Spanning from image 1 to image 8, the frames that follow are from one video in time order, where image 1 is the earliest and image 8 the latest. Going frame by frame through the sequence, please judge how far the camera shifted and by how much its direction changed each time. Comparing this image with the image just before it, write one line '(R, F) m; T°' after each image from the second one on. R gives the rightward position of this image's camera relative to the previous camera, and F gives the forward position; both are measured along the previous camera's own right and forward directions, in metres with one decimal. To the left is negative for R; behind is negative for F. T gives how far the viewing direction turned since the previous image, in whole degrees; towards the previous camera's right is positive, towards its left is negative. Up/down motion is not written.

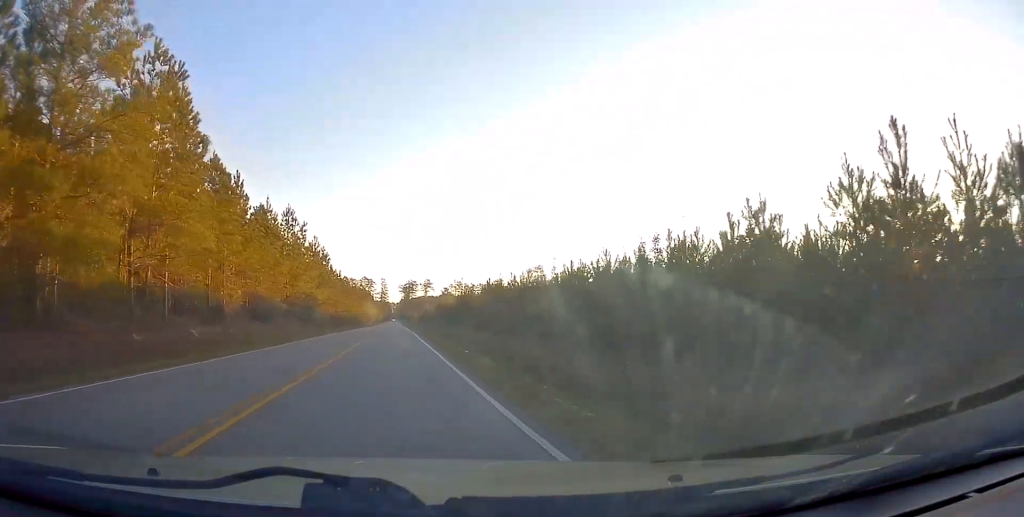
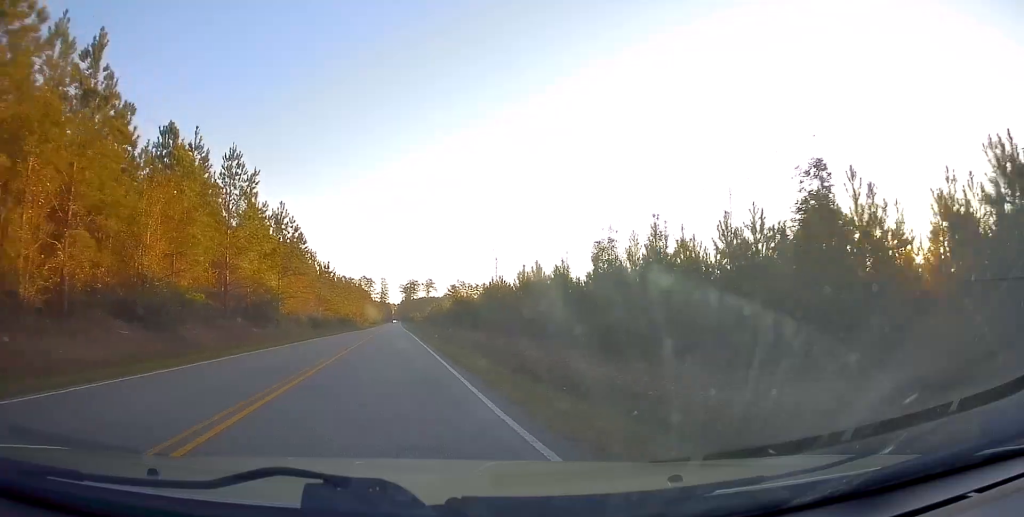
(+0.3, +21.4) m; +1°
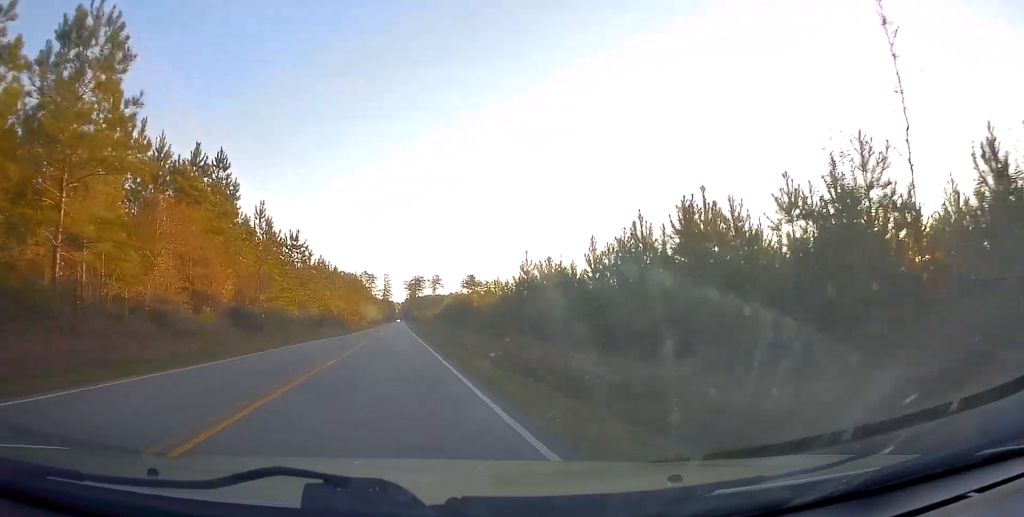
(-0.3, +34.4) m; -1°
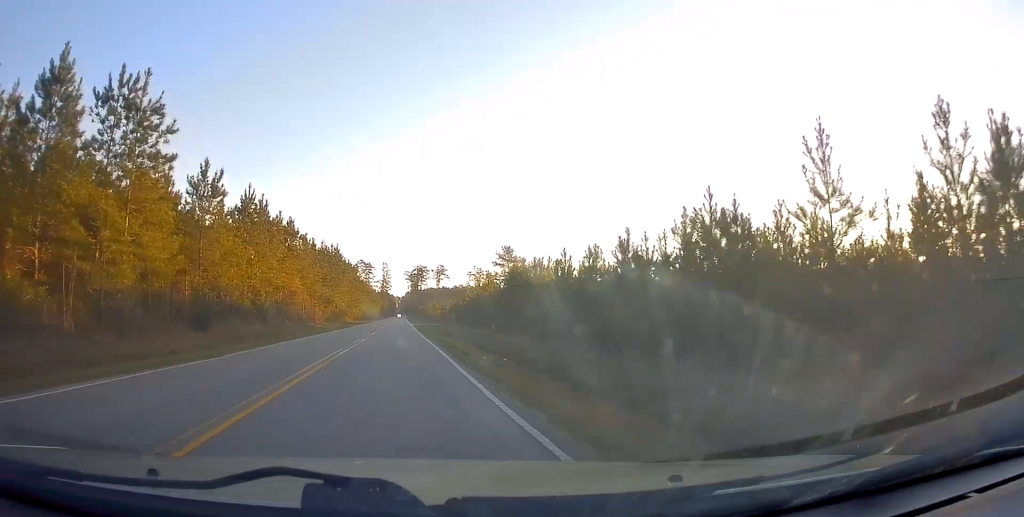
(+0.2, +42.9) m; +1°
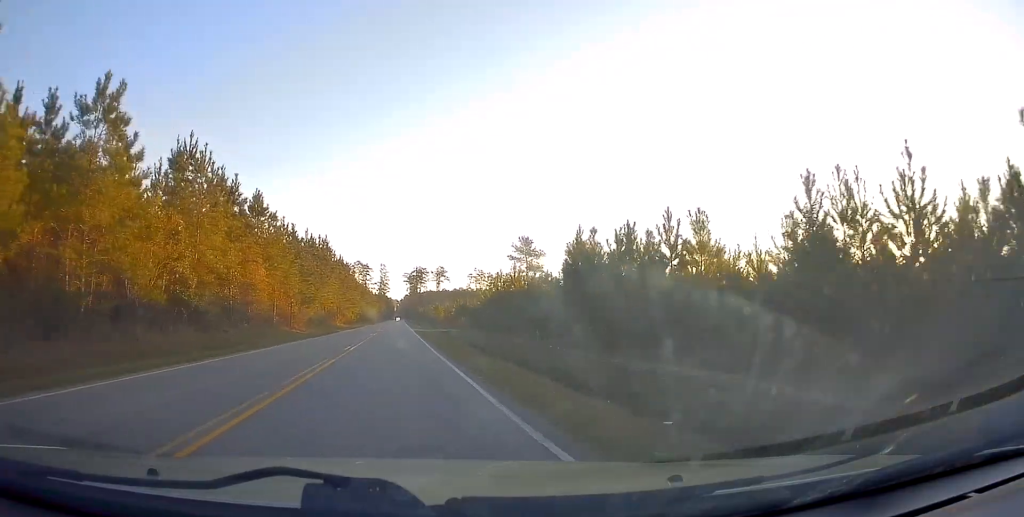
(0.0, +13.6) m; 0°
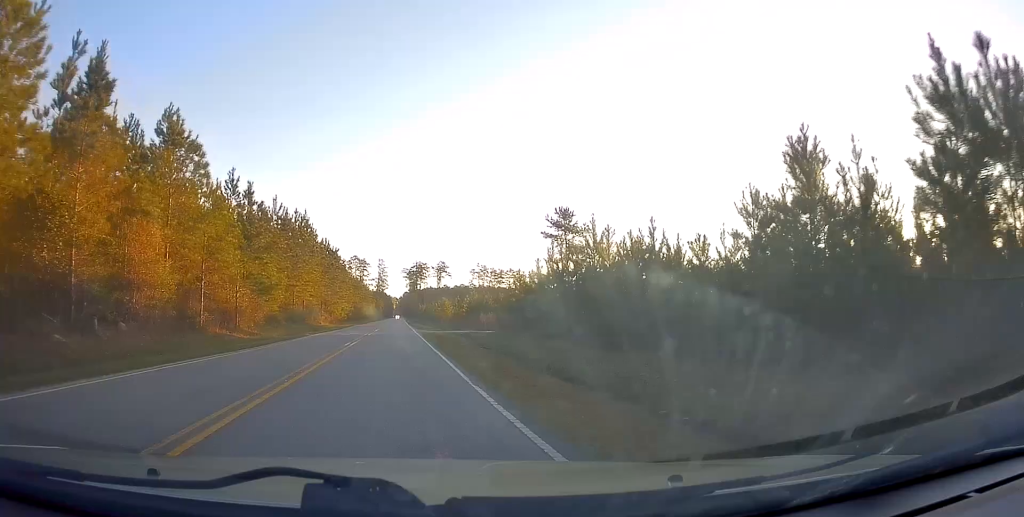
(0.0, +18.2) m; 0°
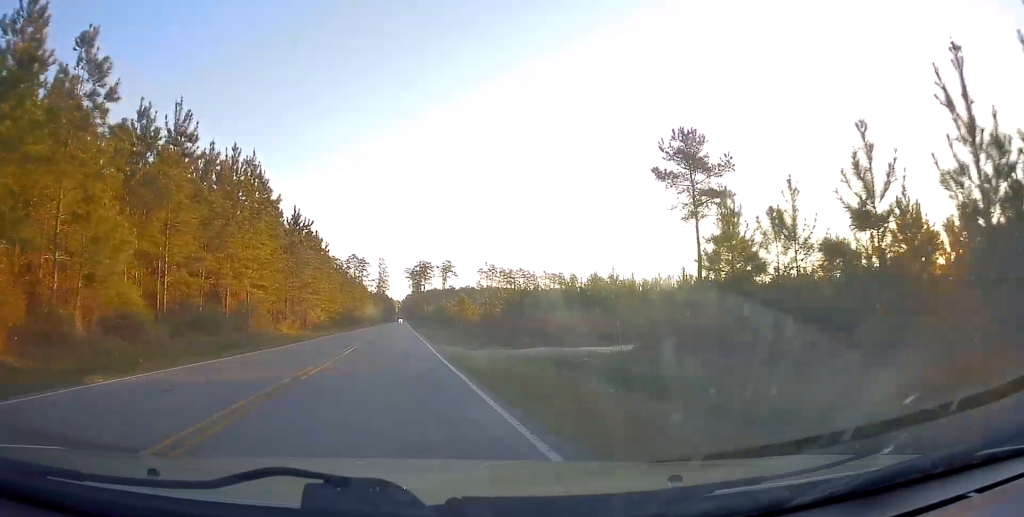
(0.0, +25.6) m; -1°
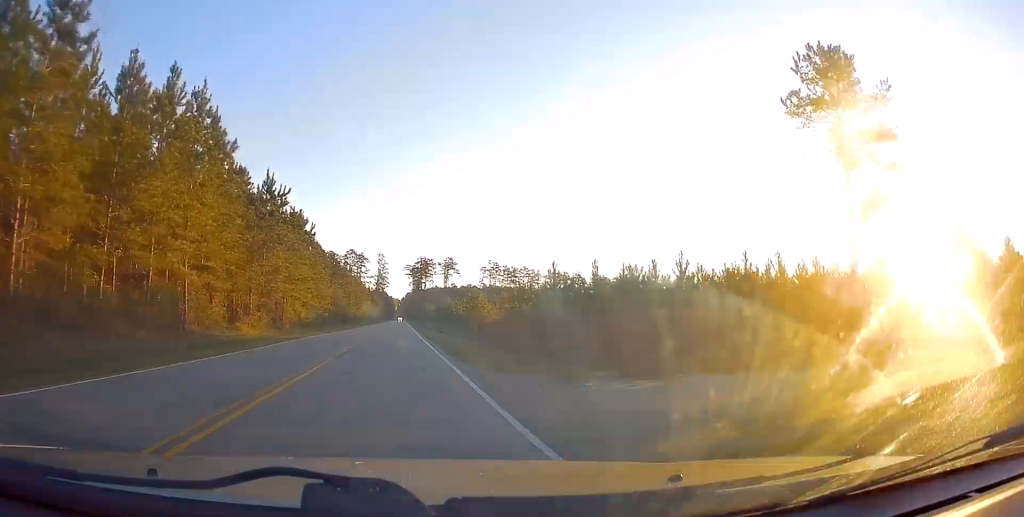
(0.0, +12.6) m; 0°
